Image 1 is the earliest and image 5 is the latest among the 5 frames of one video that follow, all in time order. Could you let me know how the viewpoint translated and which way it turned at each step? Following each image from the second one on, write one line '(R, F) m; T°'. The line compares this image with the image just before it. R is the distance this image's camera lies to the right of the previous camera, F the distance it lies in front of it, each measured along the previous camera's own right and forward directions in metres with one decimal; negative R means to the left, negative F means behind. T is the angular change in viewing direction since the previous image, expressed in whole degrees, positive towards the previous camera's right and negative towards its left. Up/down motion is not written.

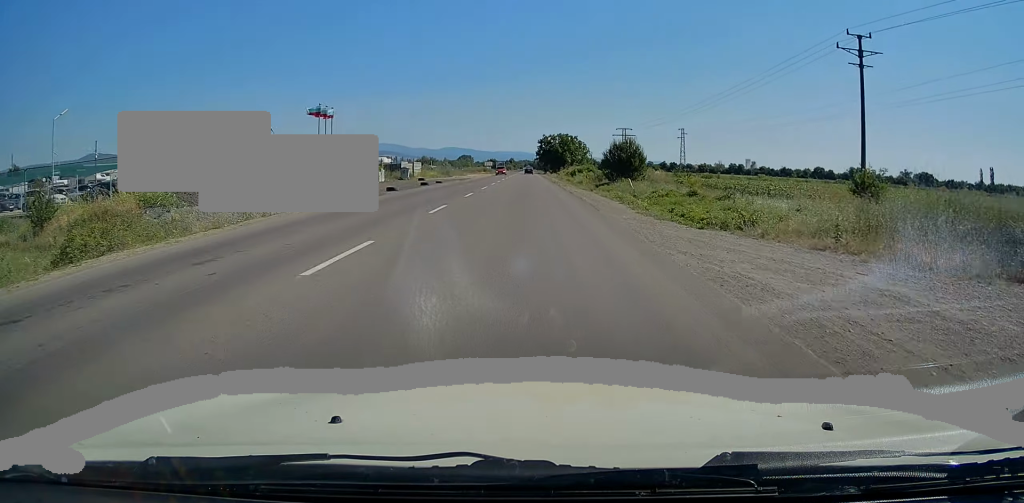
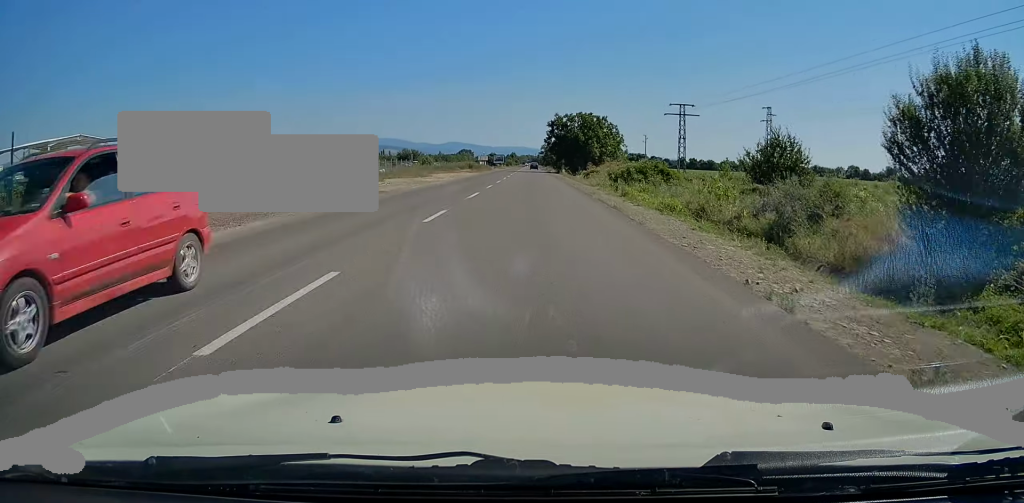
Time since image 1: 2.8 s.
(-0.5, +47.2) m; -1°
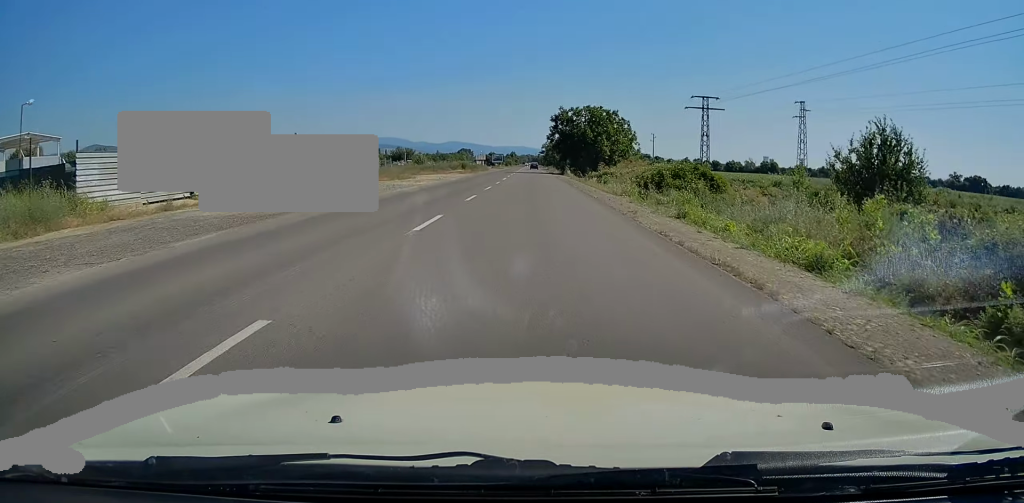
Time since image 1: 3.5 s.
(-0.1, +11.3) m; 0°
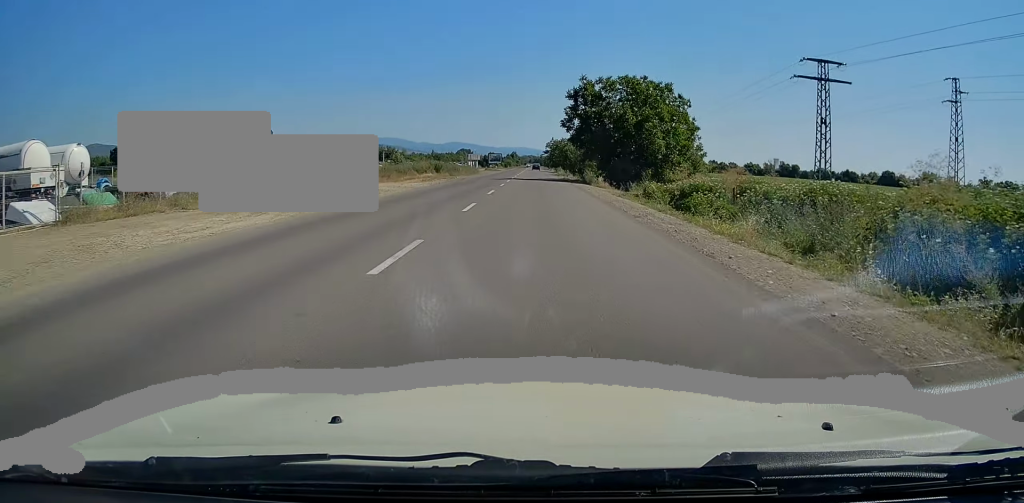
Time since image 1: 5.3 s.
(0.0, +30.7) m; 0°
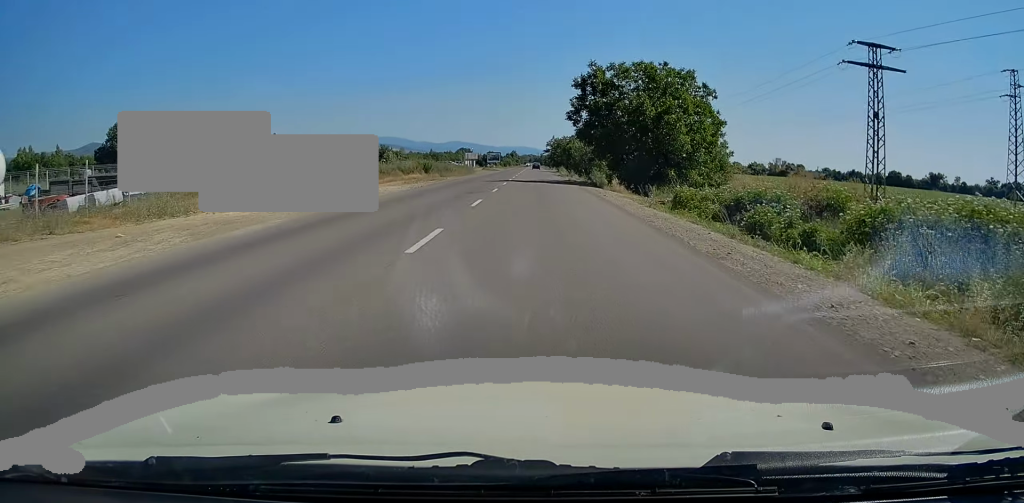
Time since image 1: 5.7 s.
(0.0, +7.4) m; 0°
